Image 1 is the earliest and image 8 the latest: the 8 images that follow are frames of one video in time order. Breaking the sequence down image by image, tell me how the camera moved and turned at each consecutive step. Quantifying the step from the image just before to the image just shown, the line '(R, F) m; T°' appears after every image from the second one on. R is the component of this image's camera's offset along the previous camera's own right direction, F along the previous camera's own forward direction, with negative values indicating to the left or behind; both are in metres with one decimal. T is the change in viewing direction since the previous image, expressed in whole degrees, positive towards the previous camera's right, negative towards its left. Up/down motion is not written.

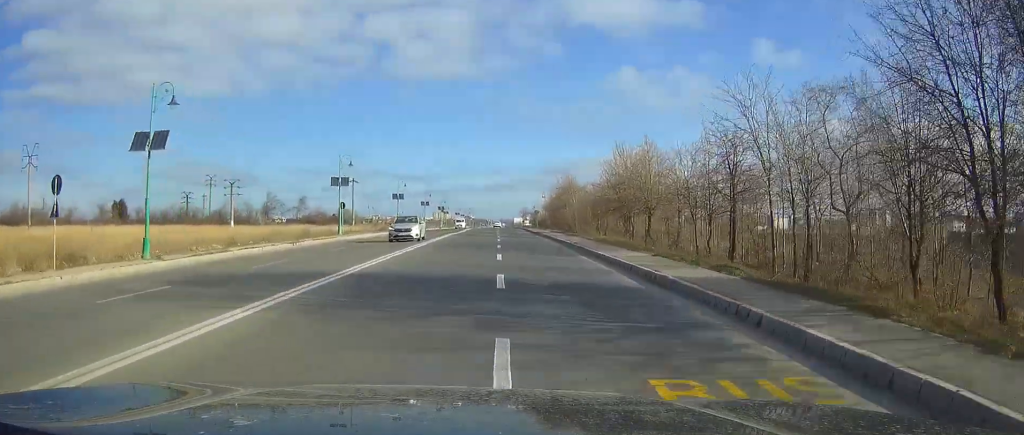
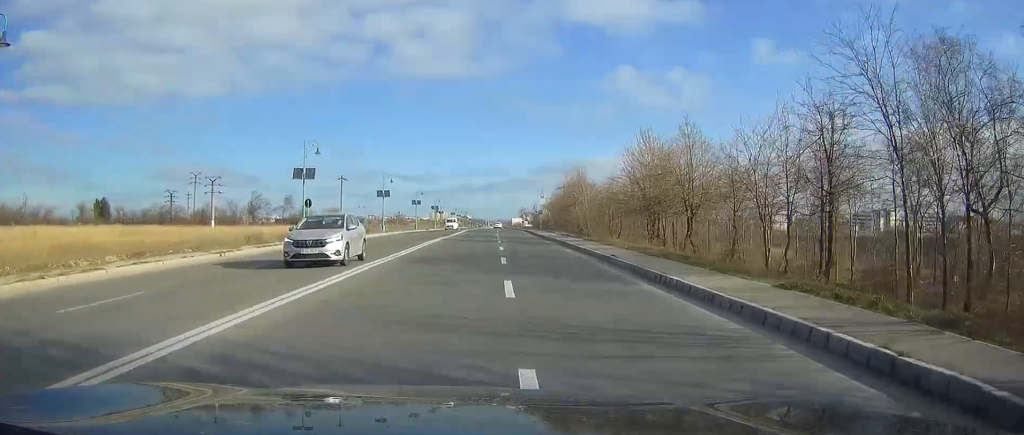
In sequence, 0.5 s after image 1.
(0.0, +10.7) m; 0°
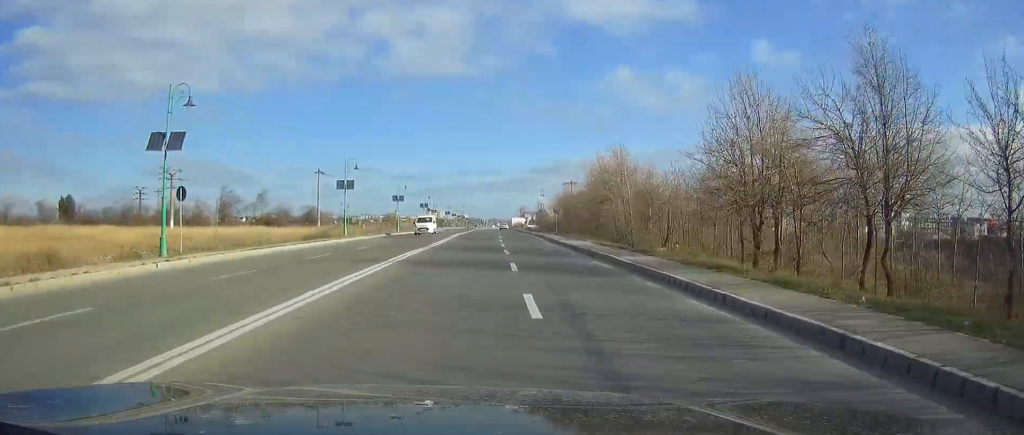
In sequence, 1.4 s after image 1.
(0.0, +20.7) m; 0°
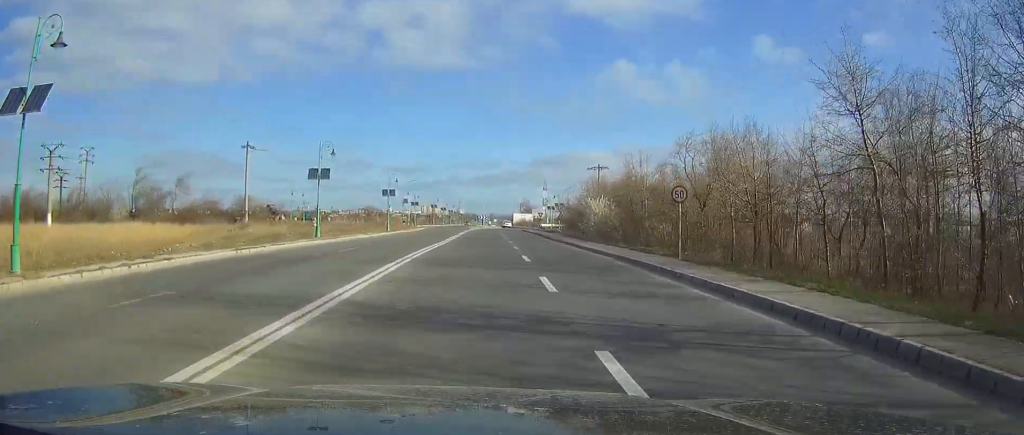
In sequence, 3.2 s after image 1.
(+0.2, +42.1) m; 0°
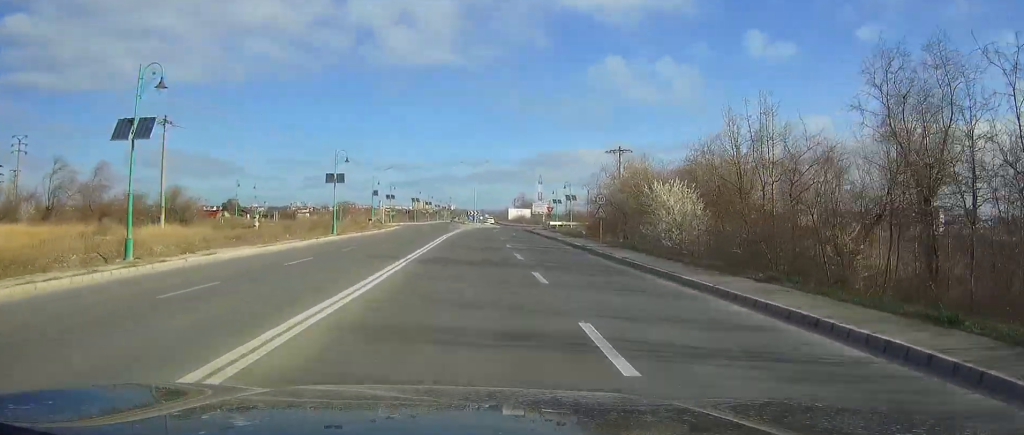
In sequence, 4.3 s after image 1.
(+0.1, +25.2) m; 0°
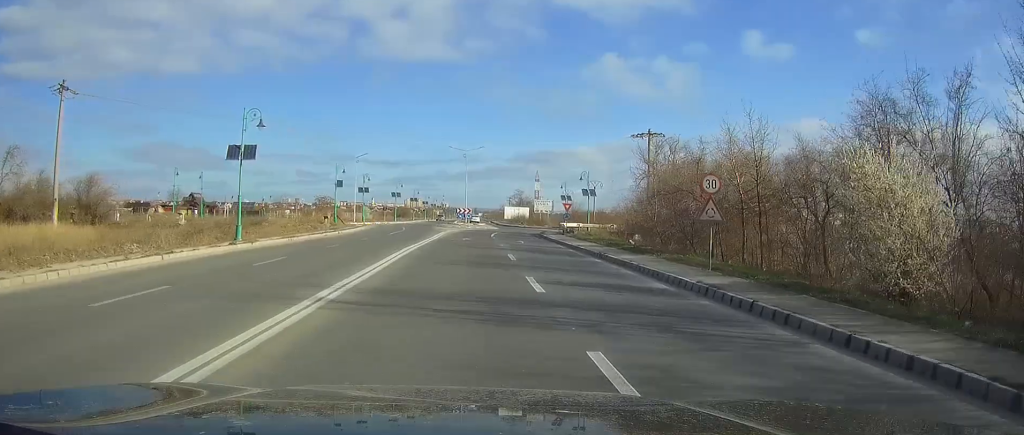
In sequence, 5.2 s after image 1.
(+0.1, +20.4) m; +1°
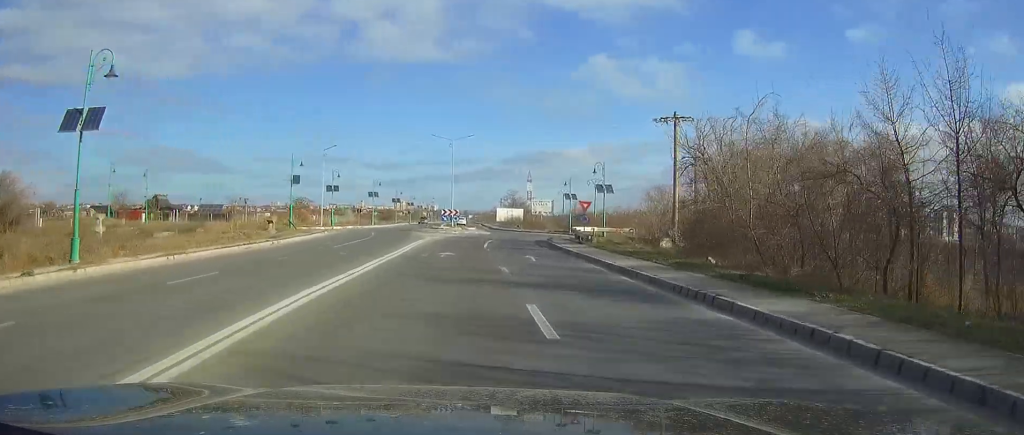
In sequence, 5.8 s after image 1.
(0.0, +14.2) m; +1°
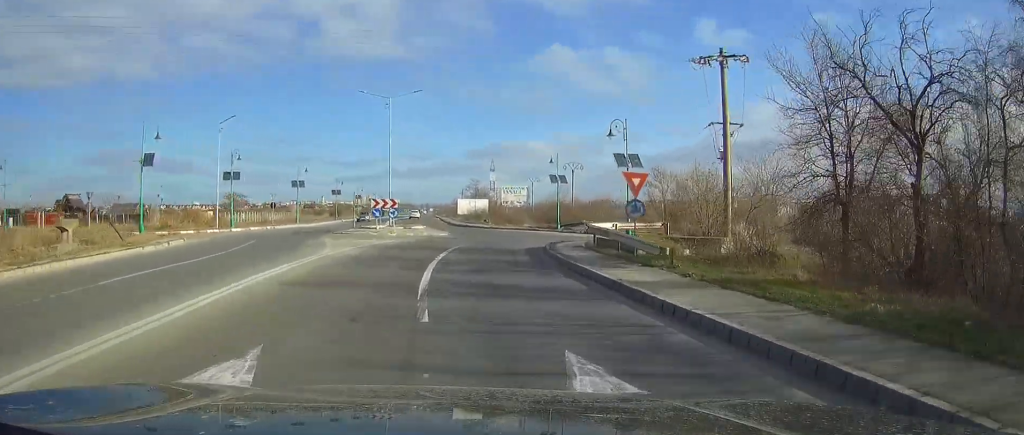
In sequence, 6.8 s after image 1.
(+0.5, +22.1) m; +2°
